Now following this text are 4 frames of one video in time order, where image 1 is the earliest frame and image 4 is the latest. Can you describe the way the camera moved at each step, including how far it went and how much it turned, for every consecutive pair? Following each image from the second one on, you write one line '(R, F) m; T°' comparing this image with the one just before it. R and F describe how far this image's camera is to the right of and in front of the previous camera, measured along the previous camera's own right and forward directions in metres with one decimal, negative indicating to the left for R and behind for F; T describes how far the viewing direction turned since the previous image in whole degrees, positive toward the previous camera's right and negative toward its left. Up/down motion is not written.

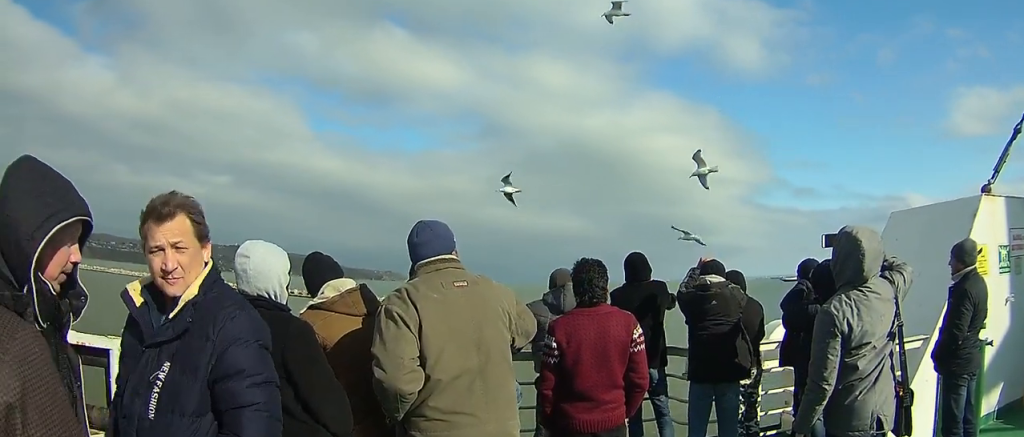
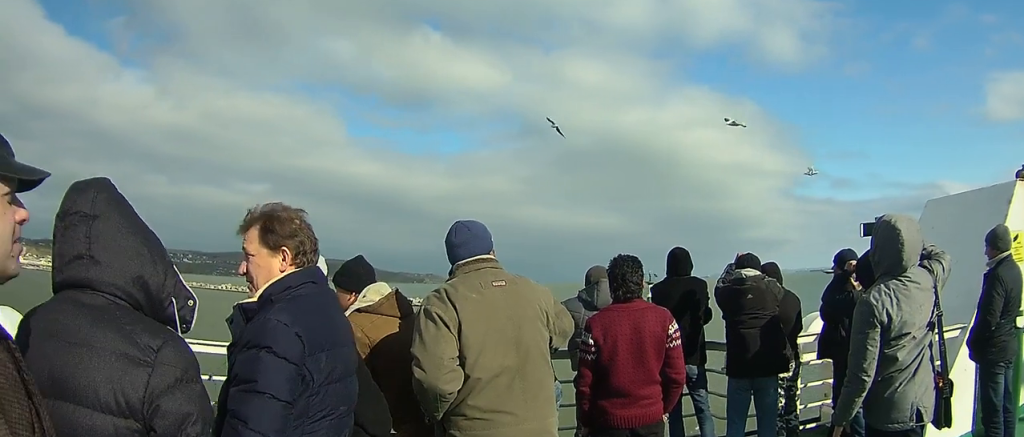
(+0.1, +6.6) m; +2°
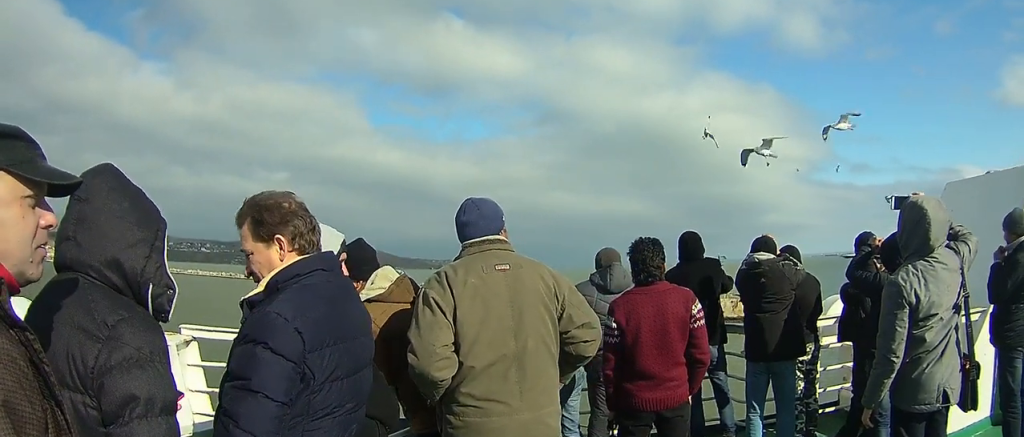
(+0.2, +9.0) m; +1°
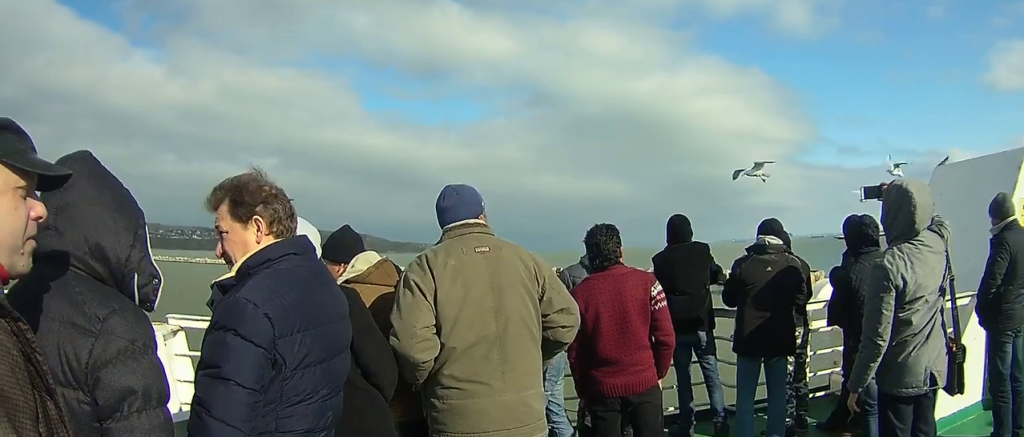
(-0.3, +14.0) m; -3°
